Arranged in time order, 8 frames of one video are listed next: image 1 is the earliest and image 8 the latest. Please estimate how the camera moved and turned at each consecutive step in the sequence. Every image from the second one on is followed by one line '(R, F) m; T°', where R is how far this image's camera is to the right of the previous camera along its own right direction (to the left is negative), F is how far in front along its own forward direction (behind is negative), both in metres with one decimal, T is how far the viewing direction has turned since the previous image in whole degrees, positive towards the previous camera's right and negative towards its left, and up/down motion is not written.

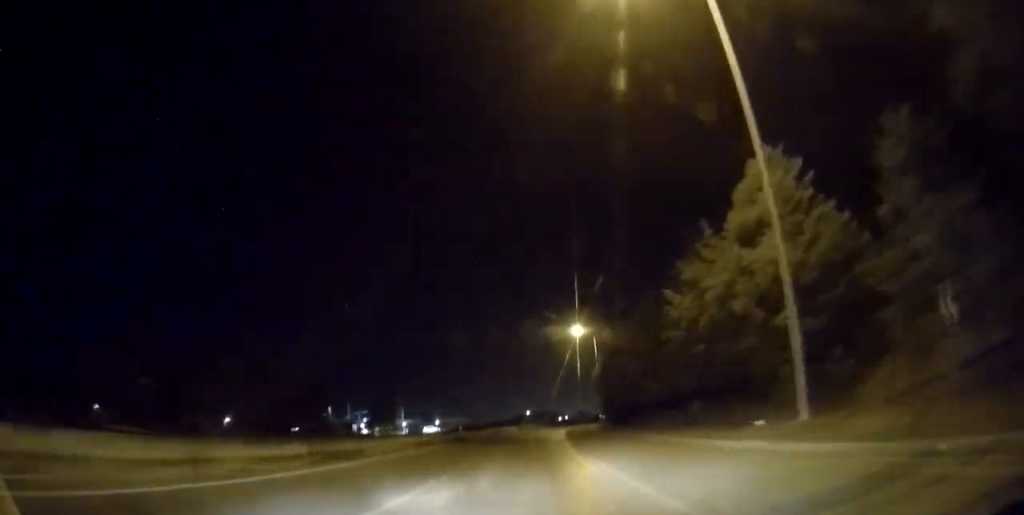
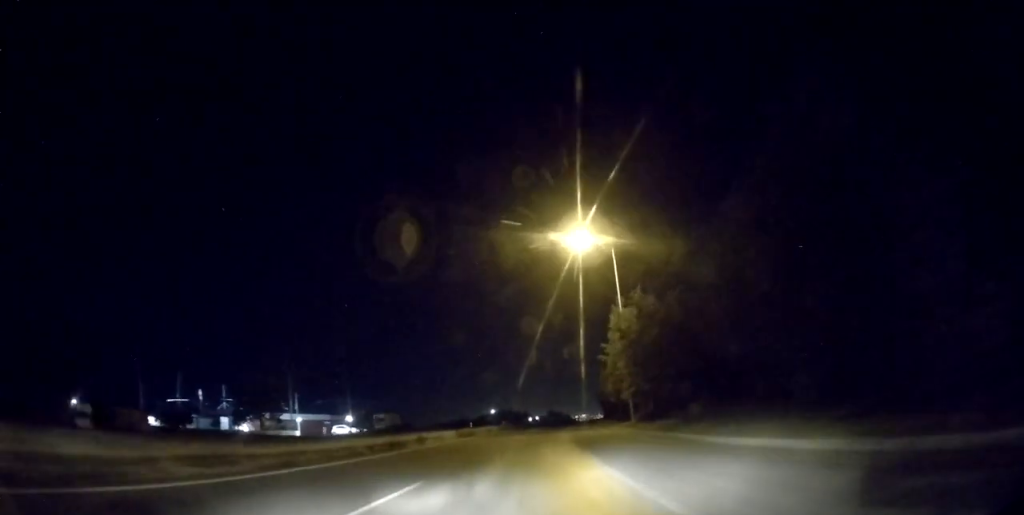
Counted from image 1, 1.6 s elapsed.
(+1.0, +43.6) m; +3°
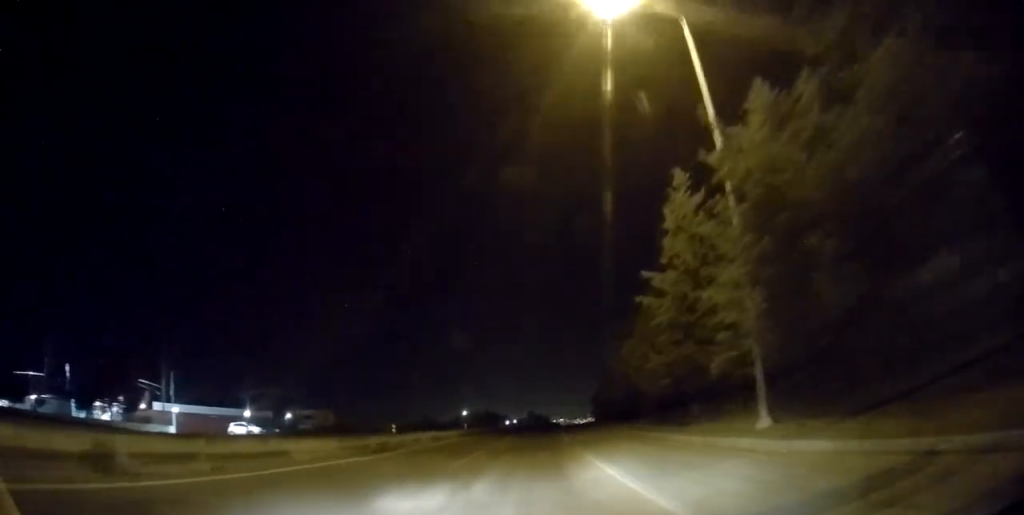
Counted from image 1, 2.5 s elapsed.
(+0.7, +26.4) m; +4°
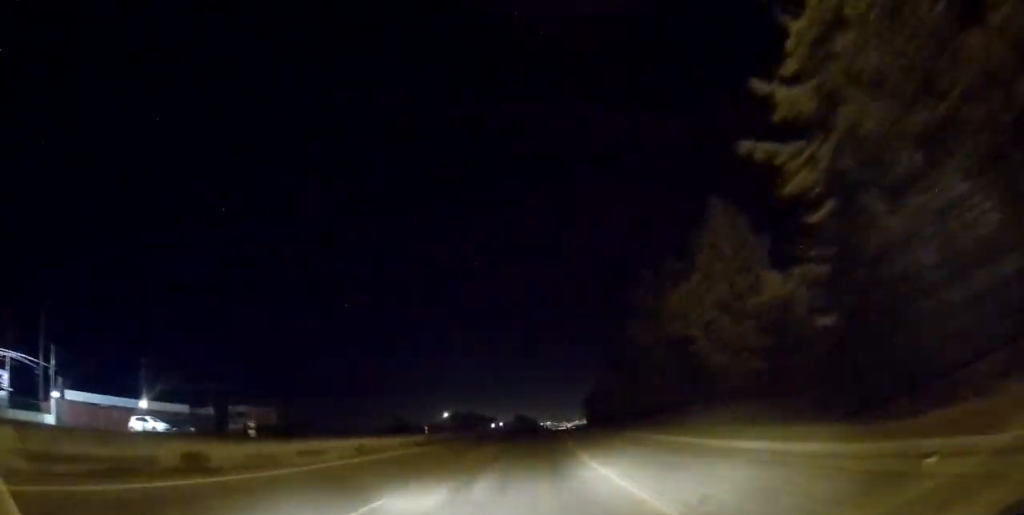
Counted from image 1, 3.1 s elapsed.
(+0.6, +15.5) m; +1°
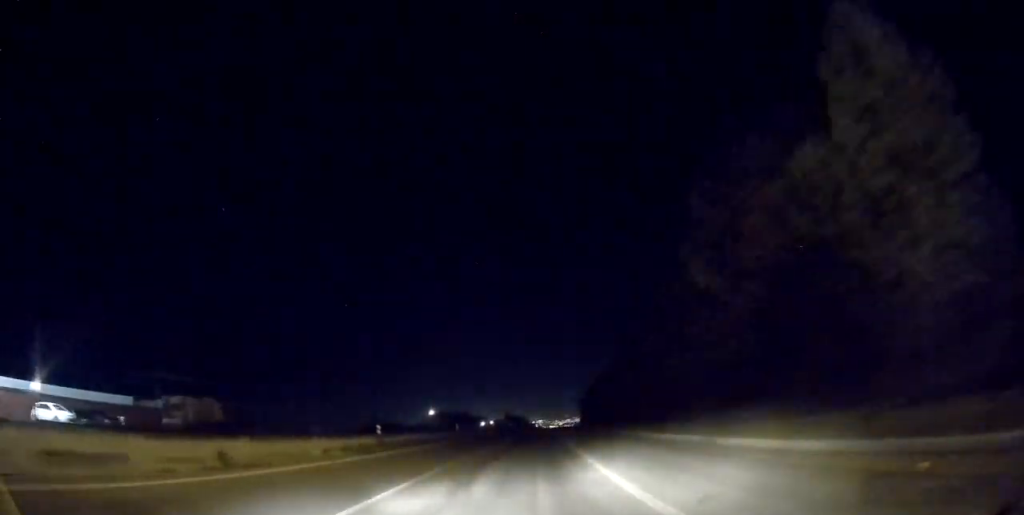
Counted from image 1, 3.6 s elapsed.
(+0.3, +11.1) m; +1°
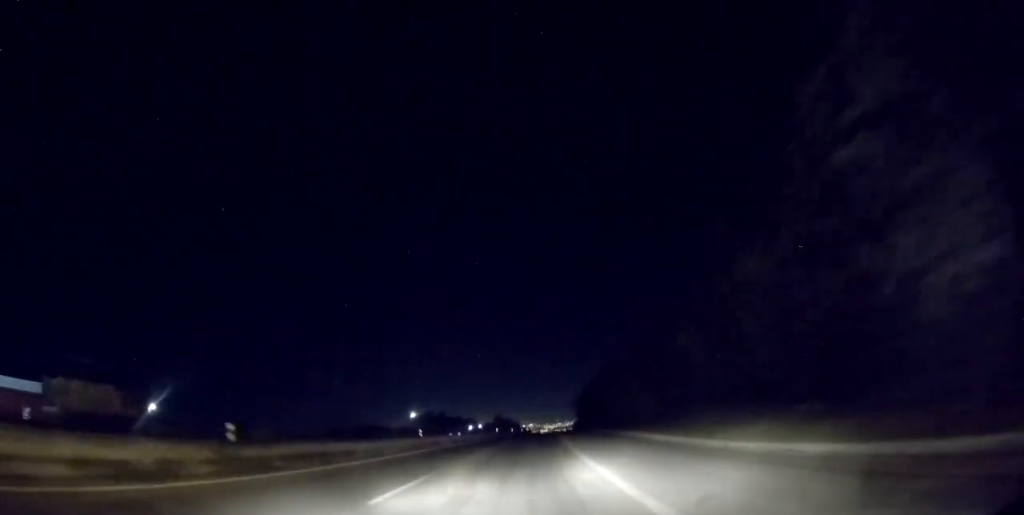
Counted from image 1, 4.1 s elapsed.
(-0.2, +14.6) m; 0°
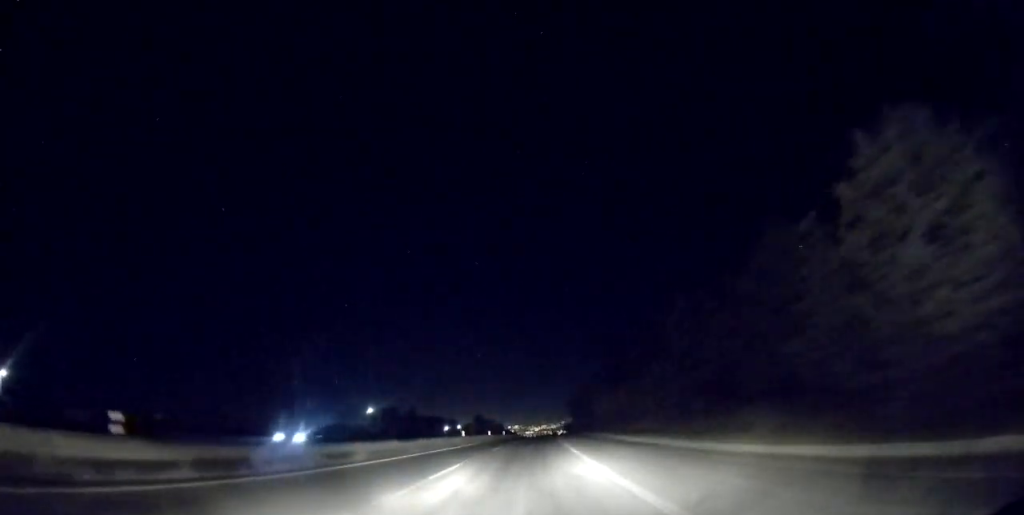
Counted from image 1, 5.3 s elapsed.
(-0.2, +30.3) m; 0°
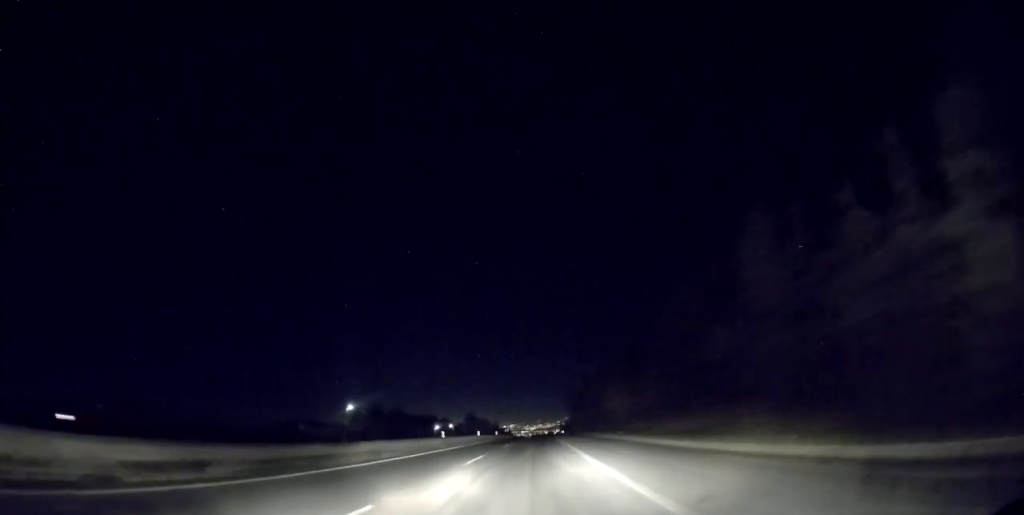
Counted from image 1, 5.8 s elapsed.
(0.0, +11.4) m; 0°
